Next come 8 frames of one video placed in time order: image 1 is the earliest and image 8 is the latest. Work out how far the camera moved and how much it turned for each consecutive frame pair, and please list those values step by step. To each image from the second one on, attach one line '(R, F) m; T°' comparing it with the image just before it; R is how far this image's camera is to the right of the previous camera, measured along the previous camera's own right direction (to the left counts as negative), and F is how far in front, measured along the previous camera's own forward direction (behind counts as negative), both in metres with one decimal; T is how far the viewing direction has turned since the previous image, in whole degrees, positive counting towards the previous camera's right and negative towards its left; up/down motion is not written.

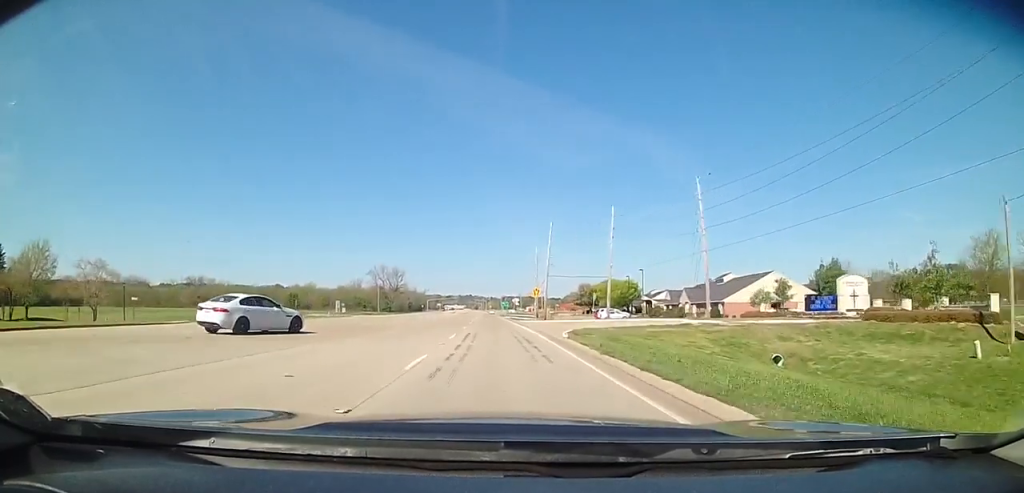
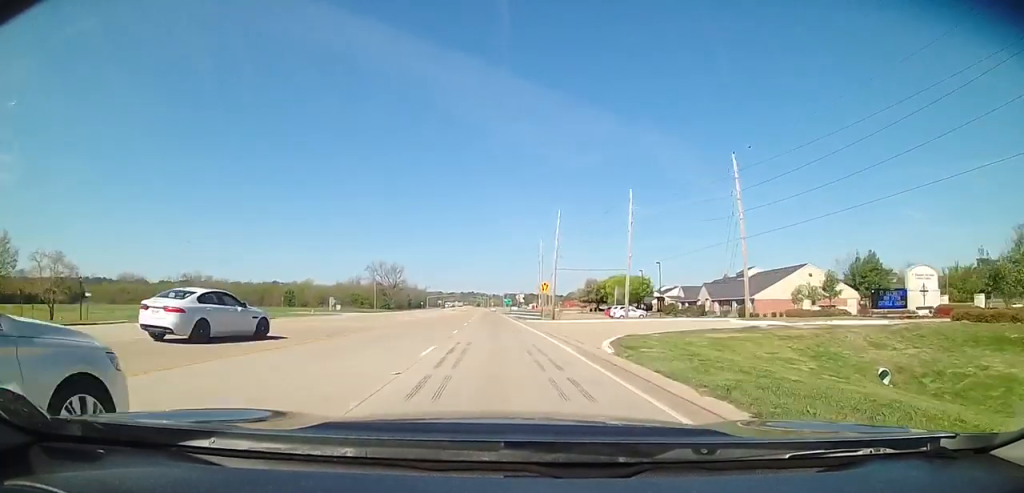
(0.0, +8.7) m; -1°
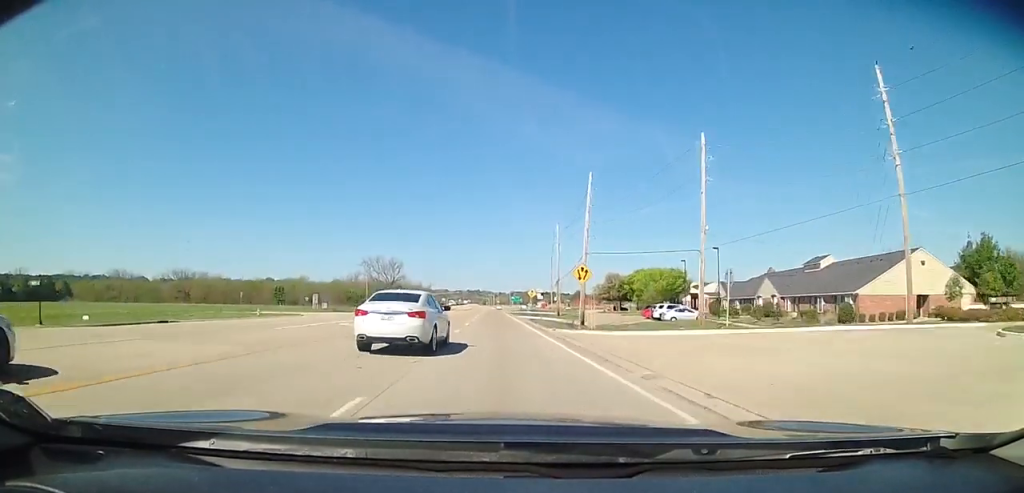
(-0.2, +20.2) m; -1°
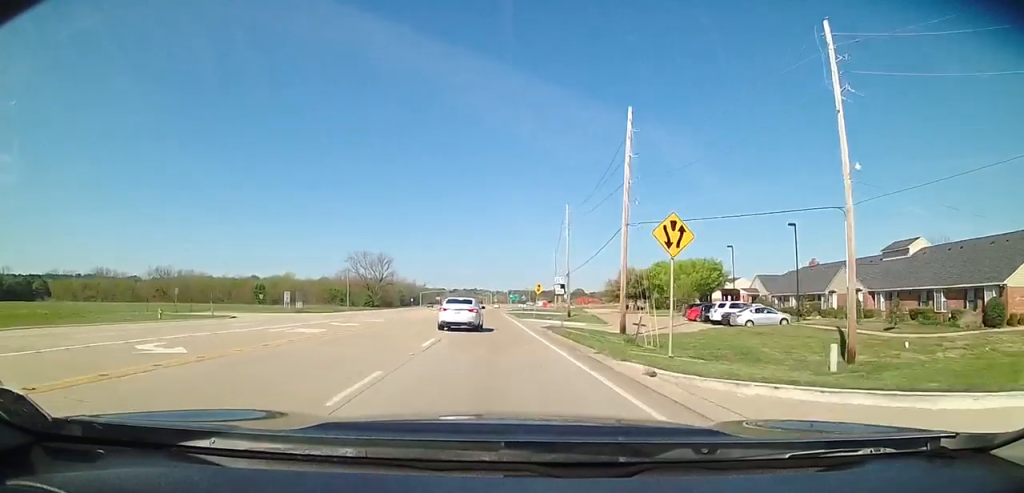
(-0.2, +18.1) m; -1°
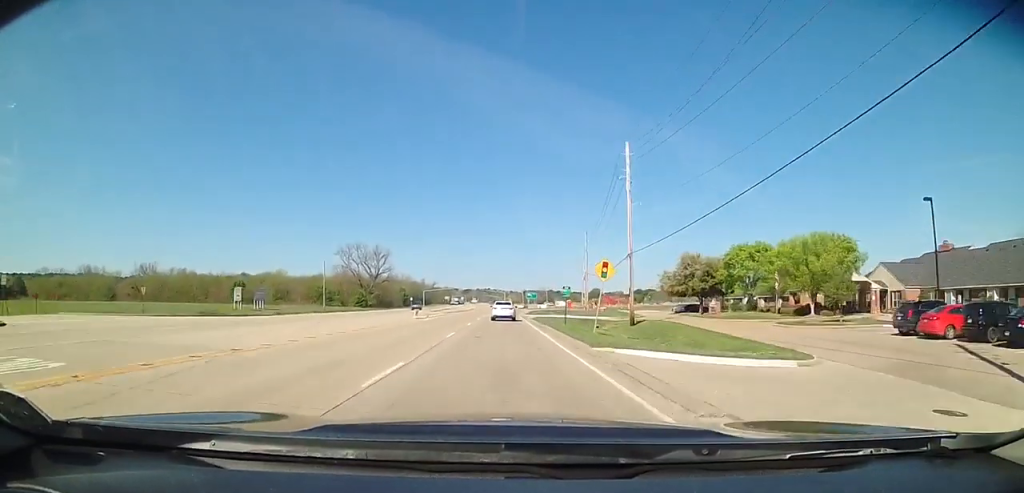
(-0.1, +31.0) m; -1°
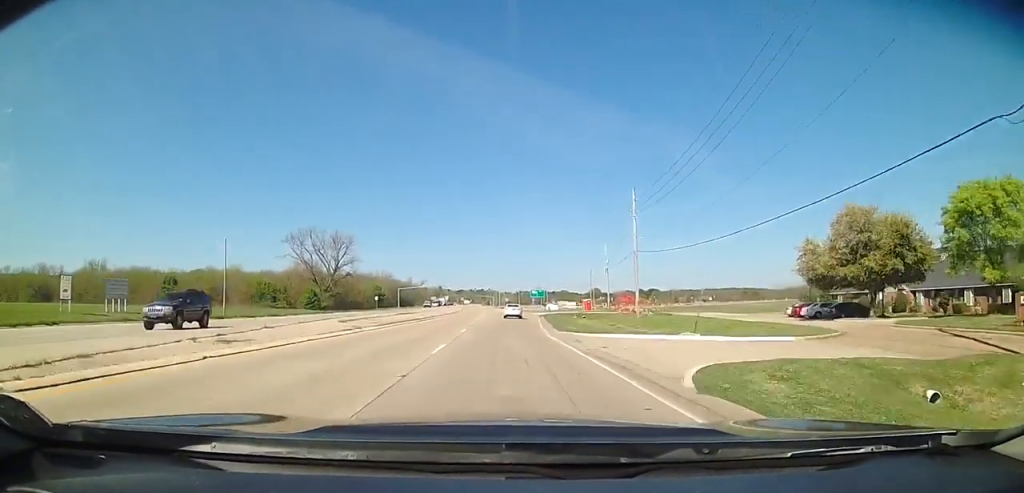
(-0.2, +42.2) m; 0°
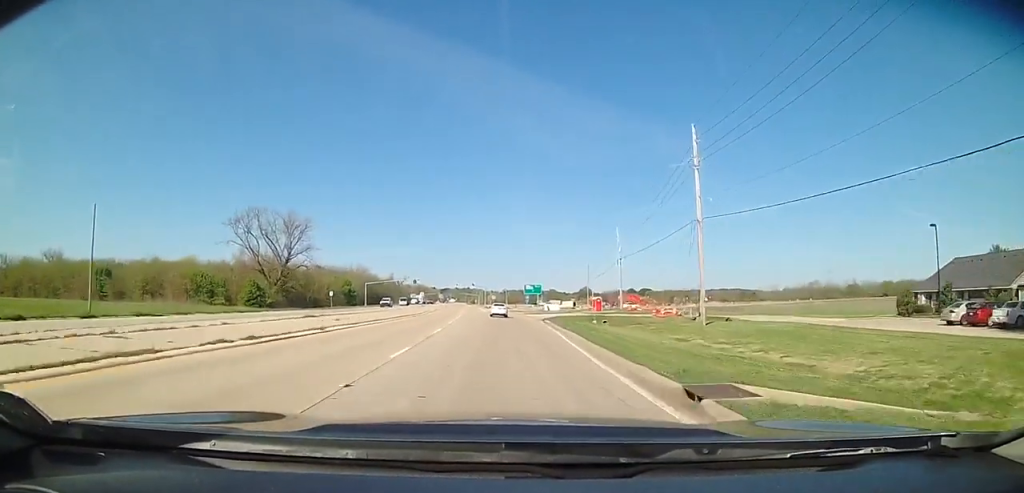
(-0.4, +25.7) m; +1°
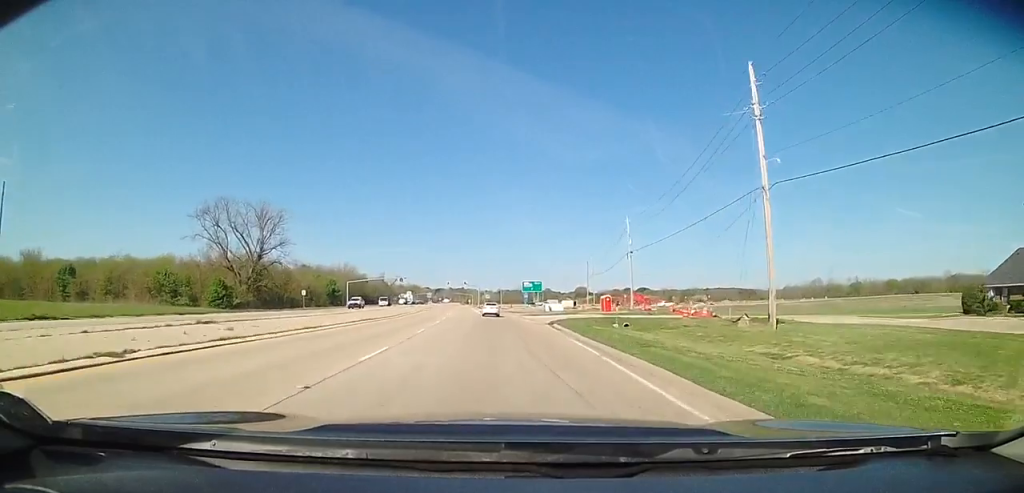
(+0.4, +12.1) m; +1°
